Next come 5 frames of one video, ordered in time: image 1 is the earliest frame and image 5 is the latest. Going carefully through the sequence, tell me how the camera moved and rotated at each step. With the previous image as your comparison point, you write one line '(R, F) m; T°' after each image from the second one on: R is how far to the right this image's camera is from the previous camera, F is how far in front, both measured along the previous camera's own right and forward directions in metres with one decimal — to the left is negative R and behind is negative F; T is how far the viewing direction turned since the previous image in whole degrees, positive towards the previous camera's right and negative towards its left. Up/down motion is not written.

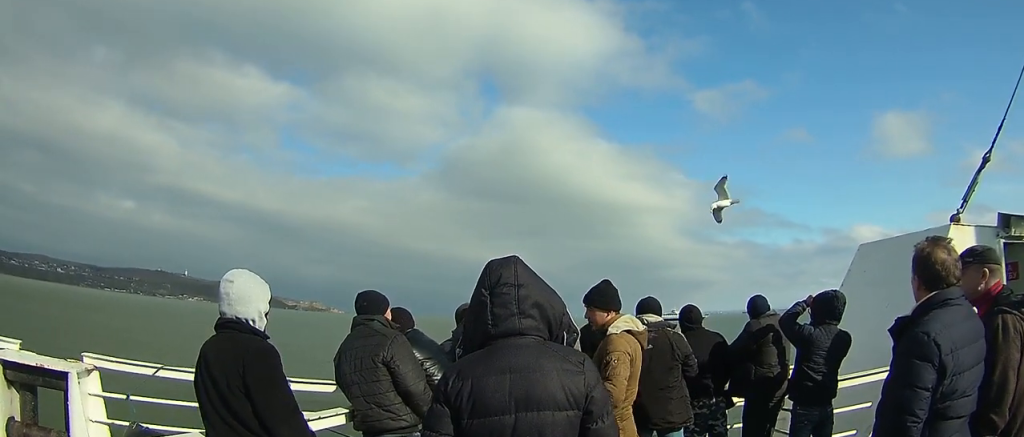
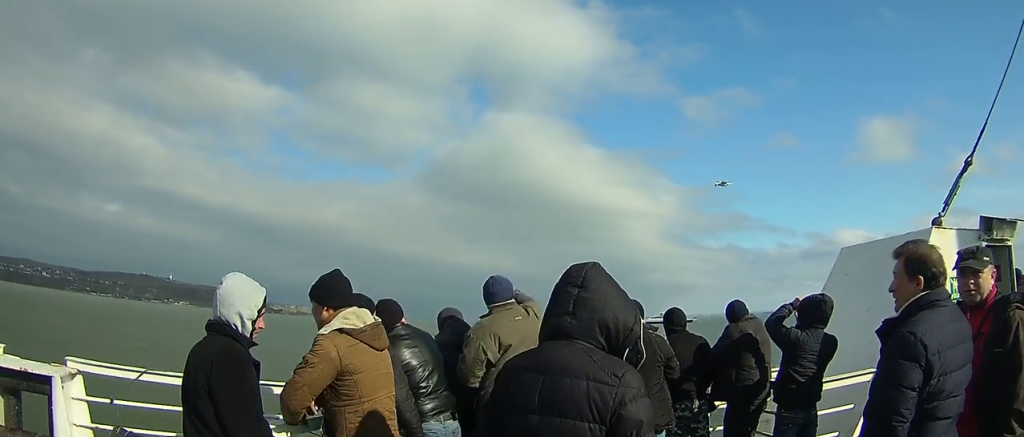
(-0.1, +8.9) m; -1°
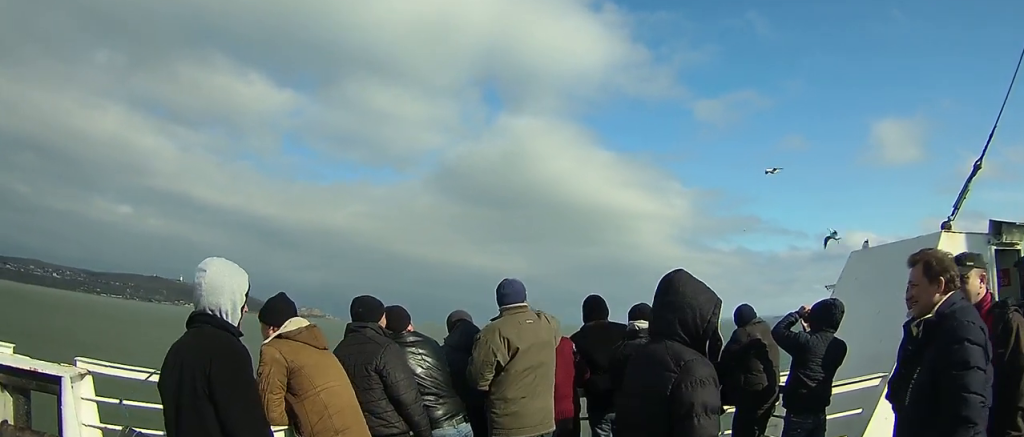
(0.0, +4.3) m; 0°
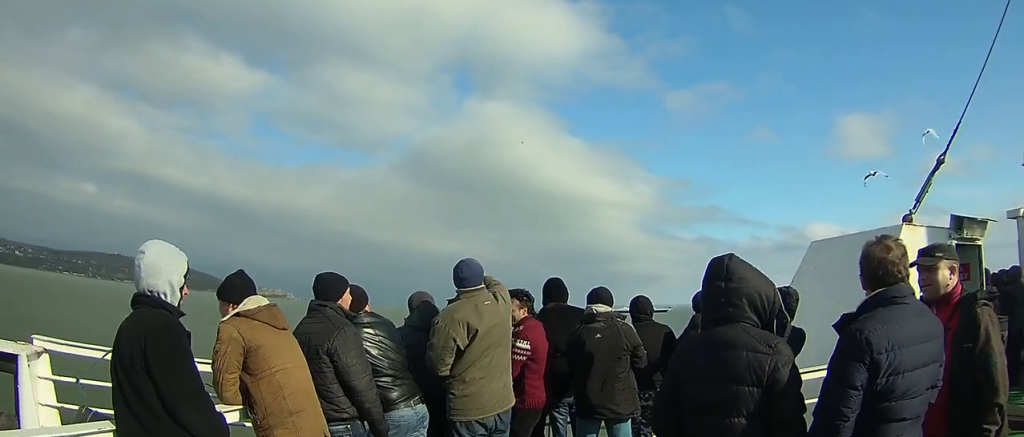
(+0.3, +9.0) m; +4°
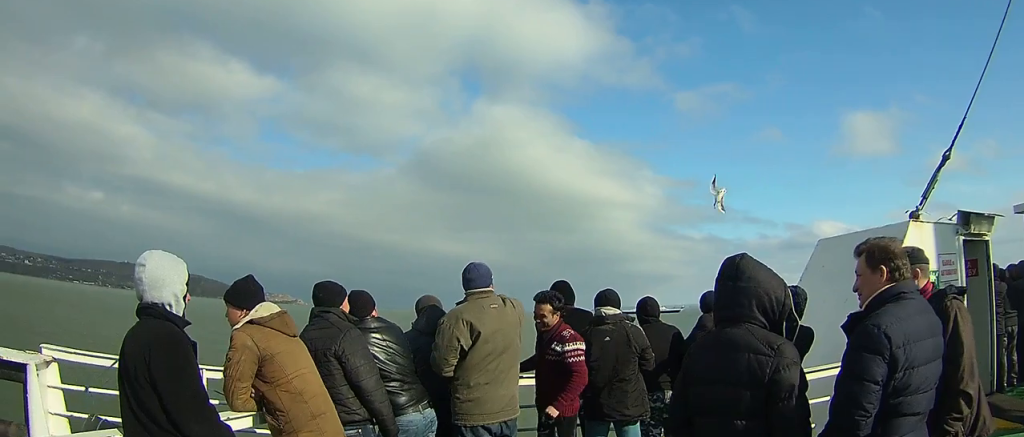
(+0.1, +5.0) m; +1°
